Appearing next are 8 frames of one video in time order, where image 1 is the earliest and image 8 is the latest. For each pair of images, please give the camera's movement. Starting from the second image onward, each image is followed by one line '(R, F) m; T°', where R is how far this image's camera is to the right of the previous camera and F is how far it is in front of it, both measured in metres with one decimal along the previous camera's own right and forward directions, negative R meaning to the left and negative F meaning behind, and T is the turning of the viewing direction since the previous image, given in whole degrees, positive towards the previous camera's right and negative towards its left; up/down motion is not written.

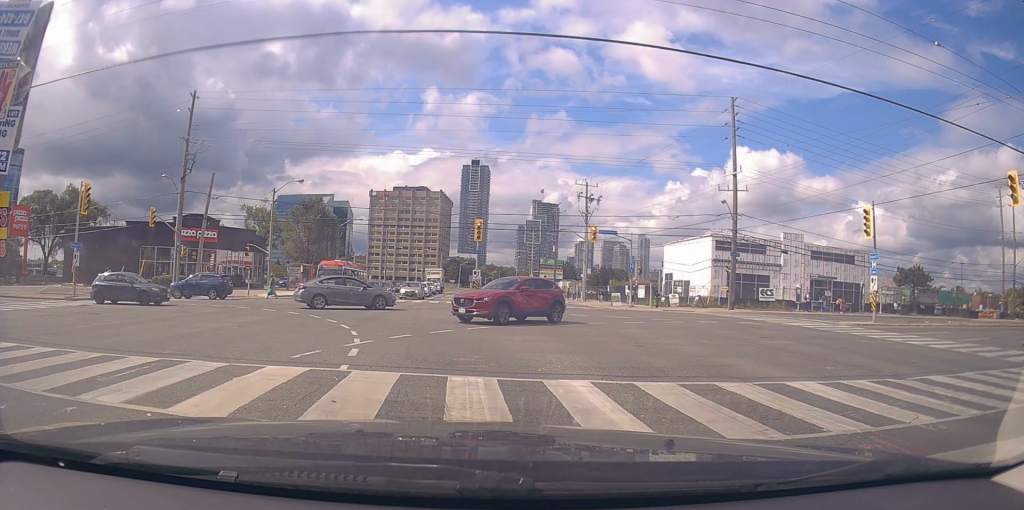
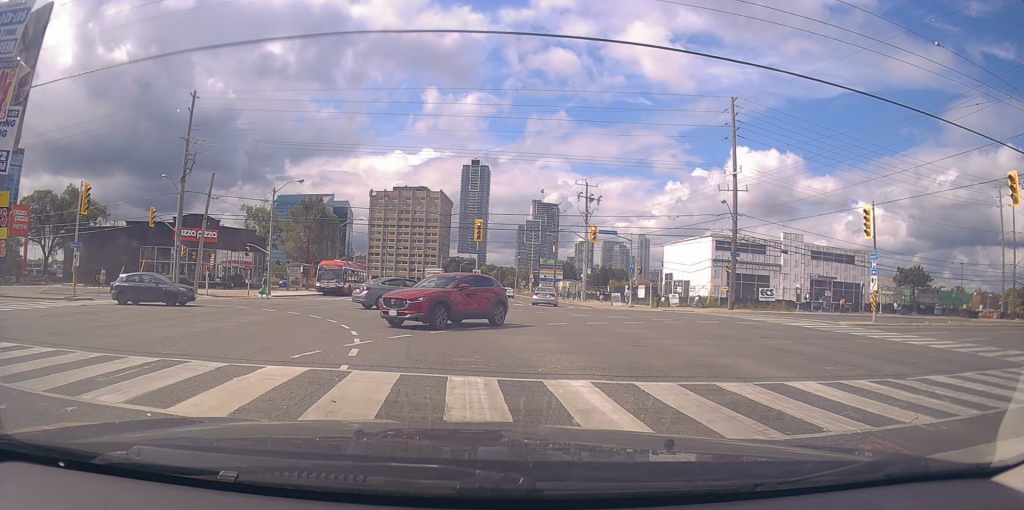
(0.0, 0.0) m; 0°
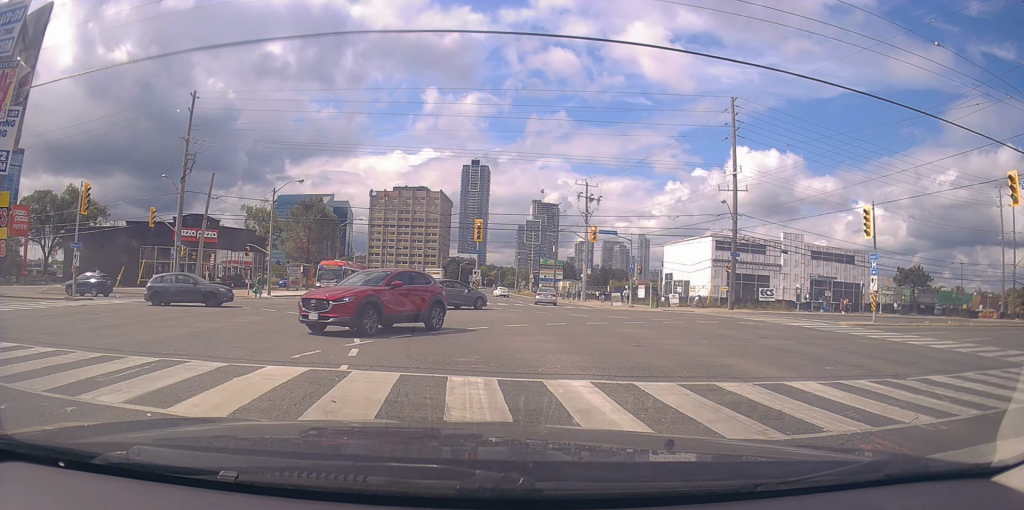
(0.0, 0.0) m; 0°
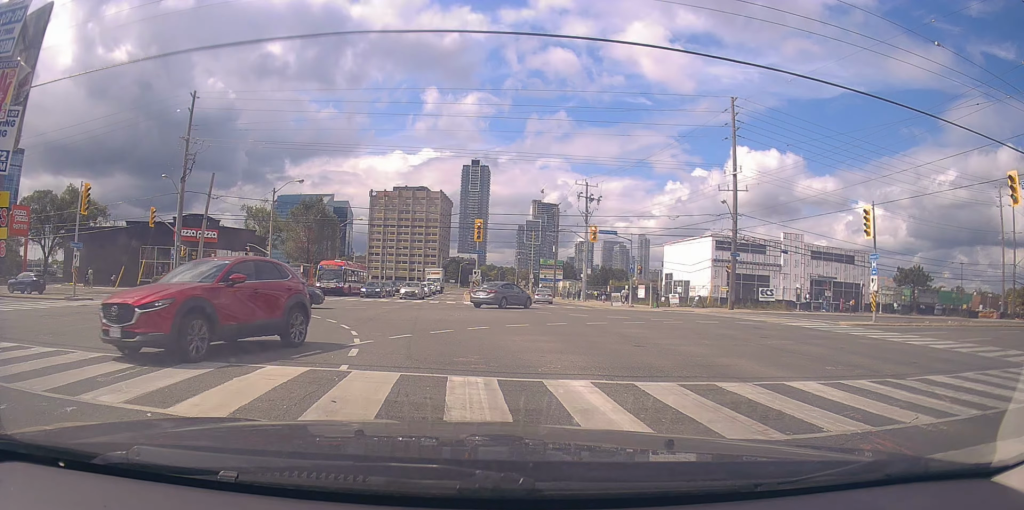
(0.0, 0.0) m; 0°
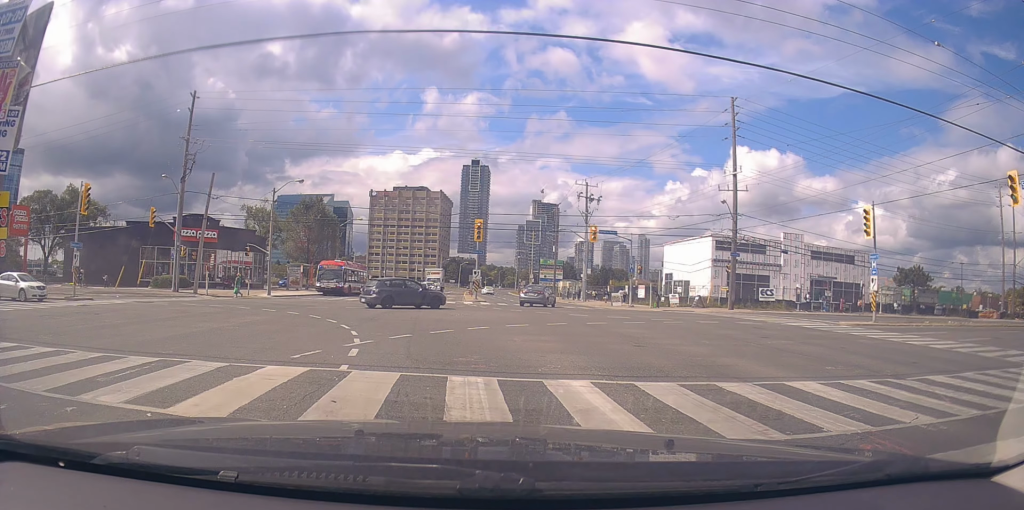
(0.0, 0.0) m; 0°
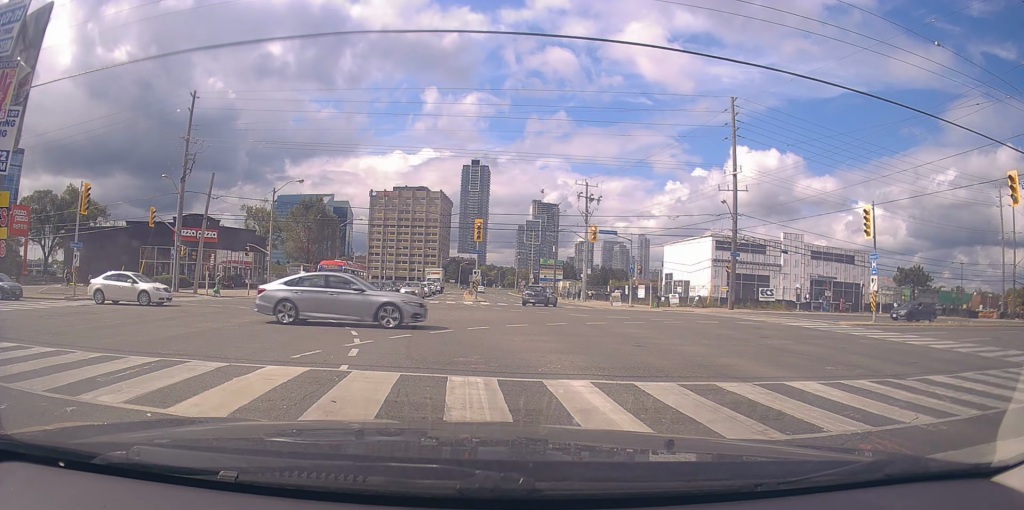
(0.0, 0.0) m; 0°
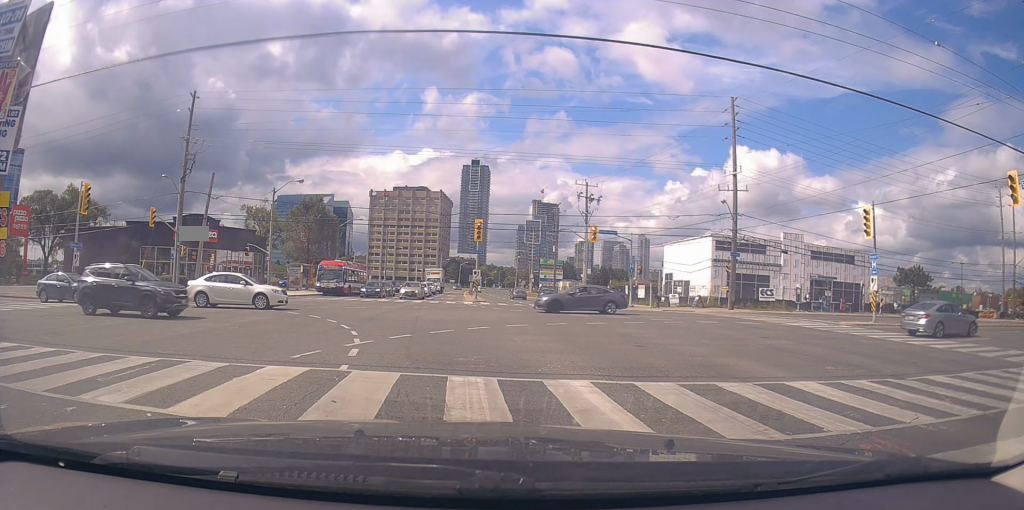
(0.0, 0.0) m; 0°
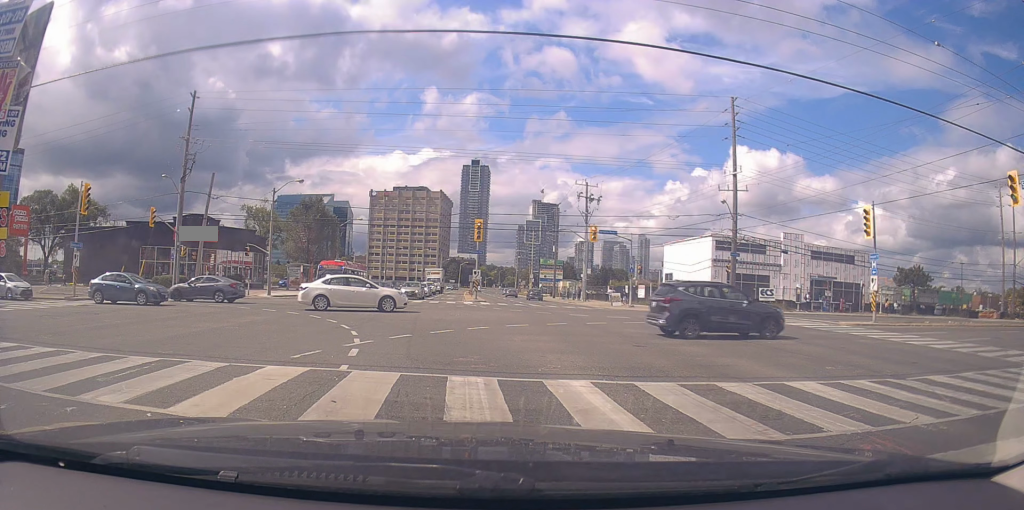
(0.0, 0.0) m; 0°
